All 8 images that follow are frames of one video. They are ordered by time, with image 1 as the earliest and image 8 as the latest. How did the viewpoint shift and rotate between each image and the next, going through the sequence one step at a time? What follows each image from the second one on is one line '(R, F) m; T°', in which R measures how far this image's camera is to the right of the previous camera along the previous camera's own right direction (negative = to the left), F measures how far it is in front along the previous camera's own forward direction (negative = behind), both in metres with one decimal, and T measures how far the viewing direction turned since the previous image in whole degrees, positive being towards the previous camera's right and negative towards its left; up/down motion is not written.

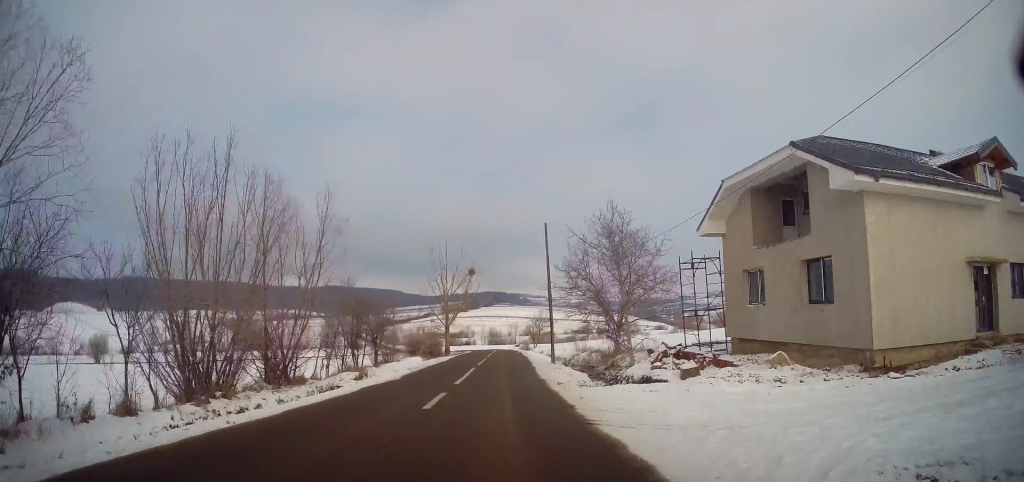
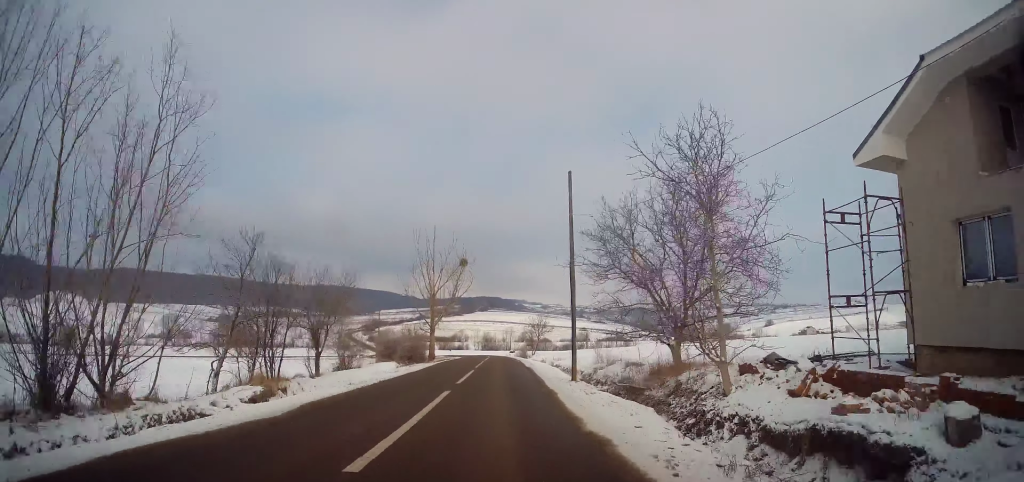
(-0.1, +11.2) m; +1°
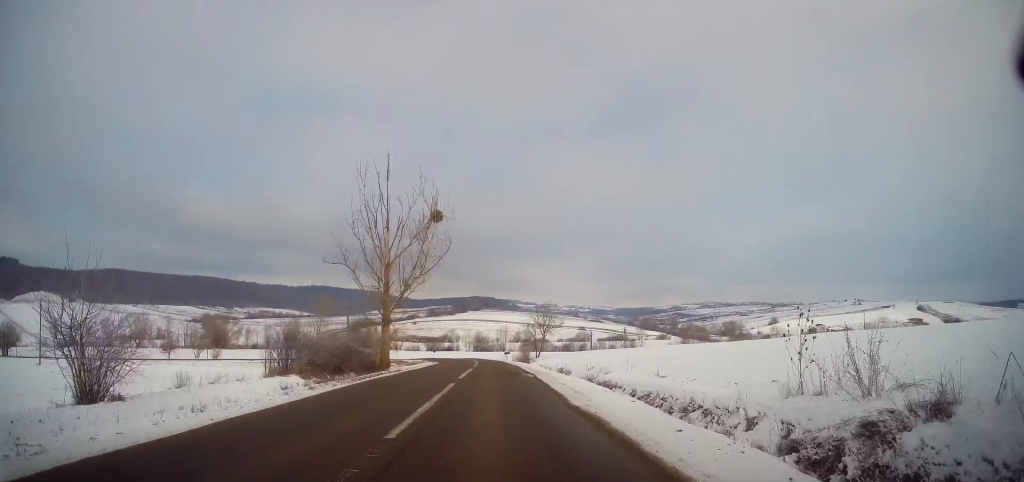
(+0.5, +22.5) m; +1°
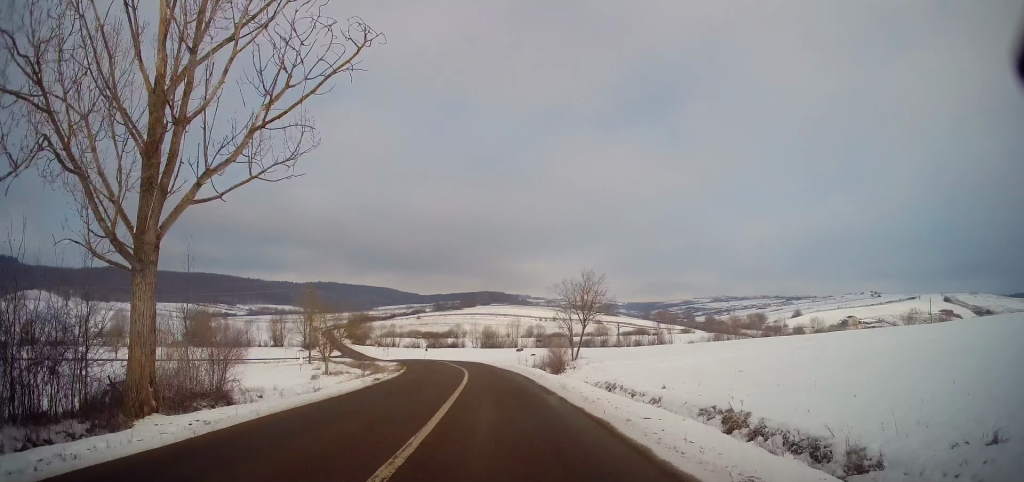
(-0.6, +27.4) m; -2°
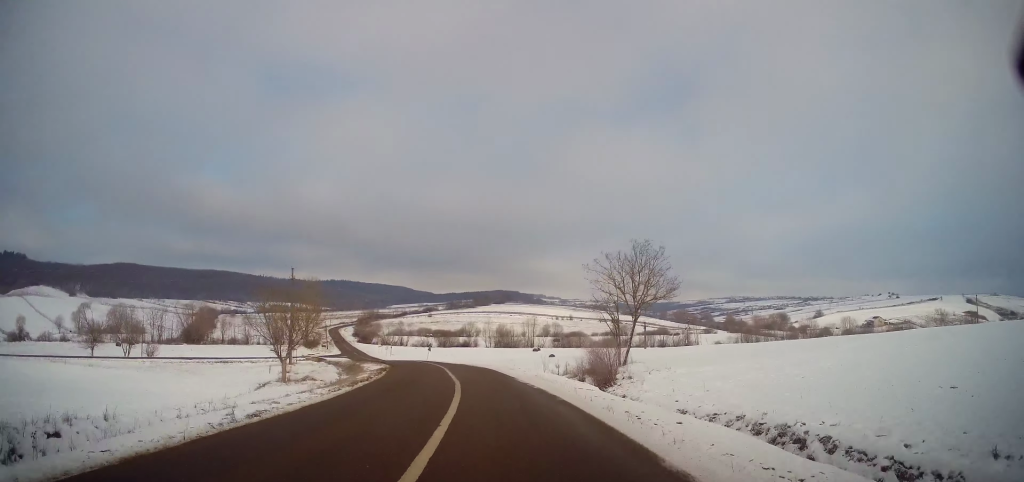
(-0.1, +13.6) m; -1°
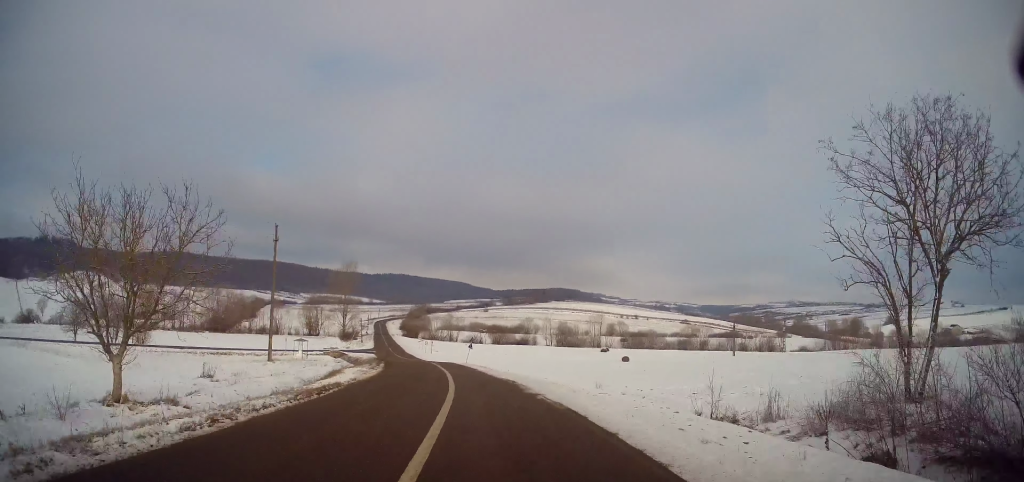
(-0.7, +22.4) m; -6°
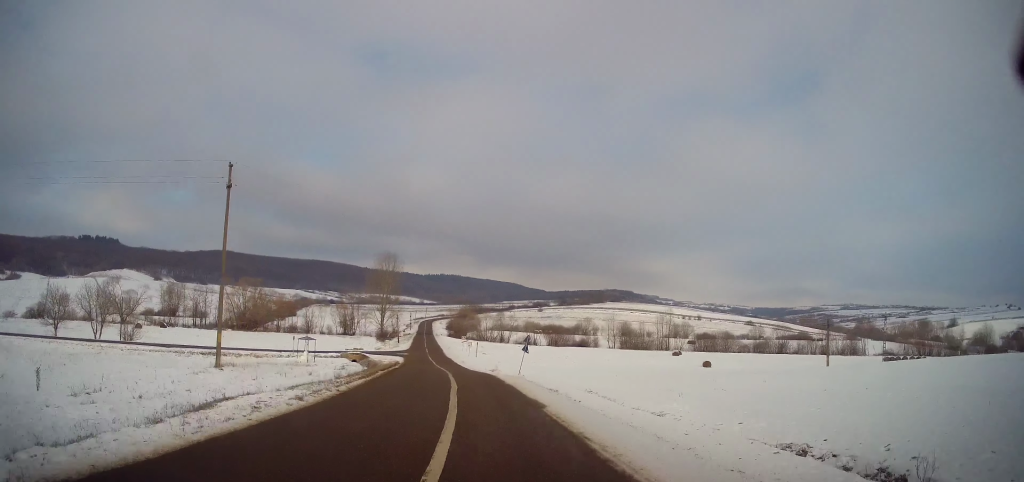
(-1.0, +18.0) m; -5°
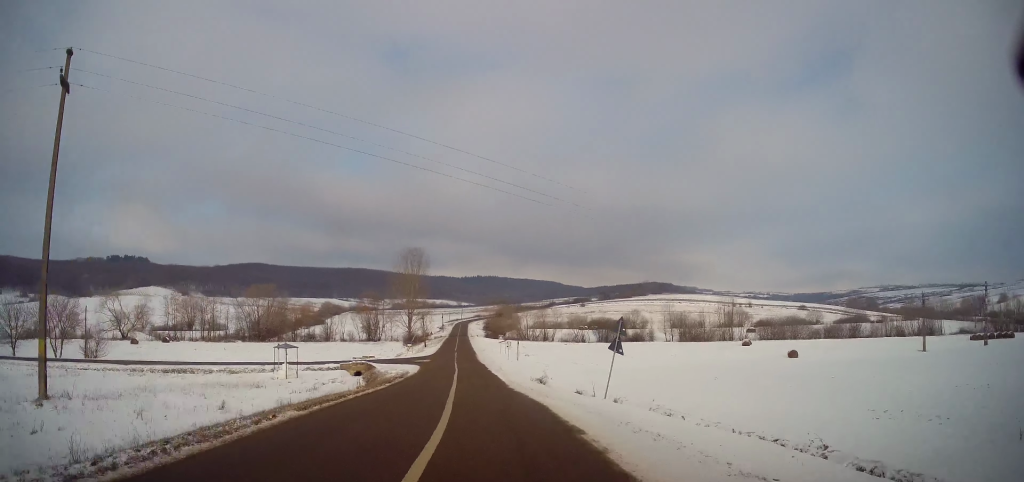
(-0.5, +17.0) m; -3°
